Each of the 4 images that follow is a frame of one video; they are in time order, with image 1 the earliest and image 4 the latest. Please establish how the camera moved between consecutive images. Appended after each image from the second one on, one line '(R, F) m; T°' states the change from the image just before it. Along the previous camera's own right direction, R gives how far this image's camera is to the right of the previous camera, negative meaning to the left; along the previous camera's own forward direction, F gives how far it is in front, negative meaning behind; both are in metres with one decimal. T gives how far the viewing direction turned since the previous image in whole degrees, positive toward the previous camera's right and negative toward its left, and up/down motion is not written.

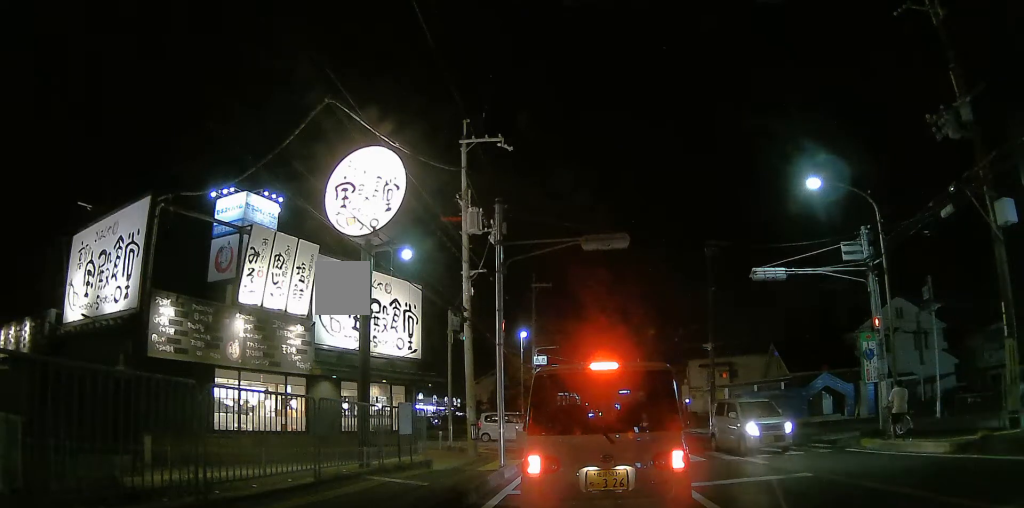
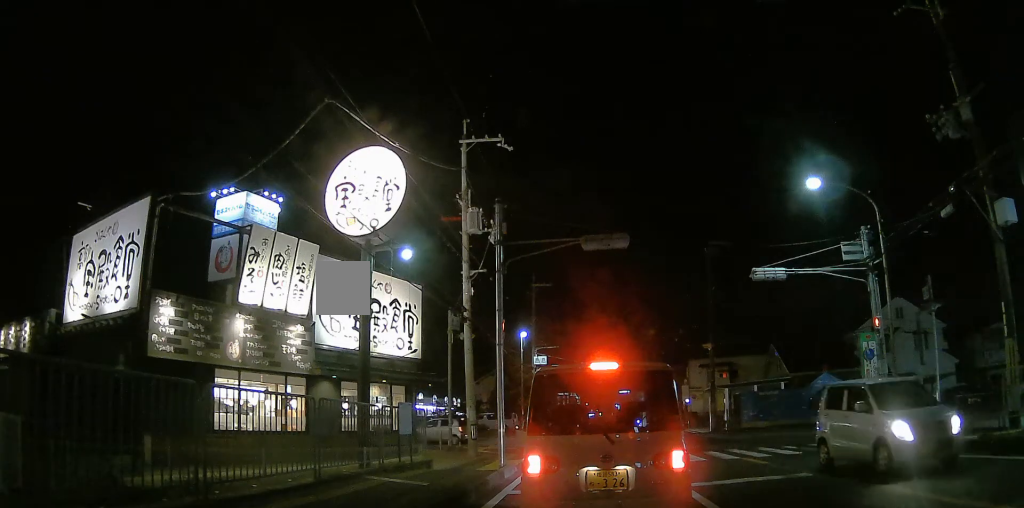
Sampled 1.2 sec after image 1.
(0.0, 0.0) m; 0°
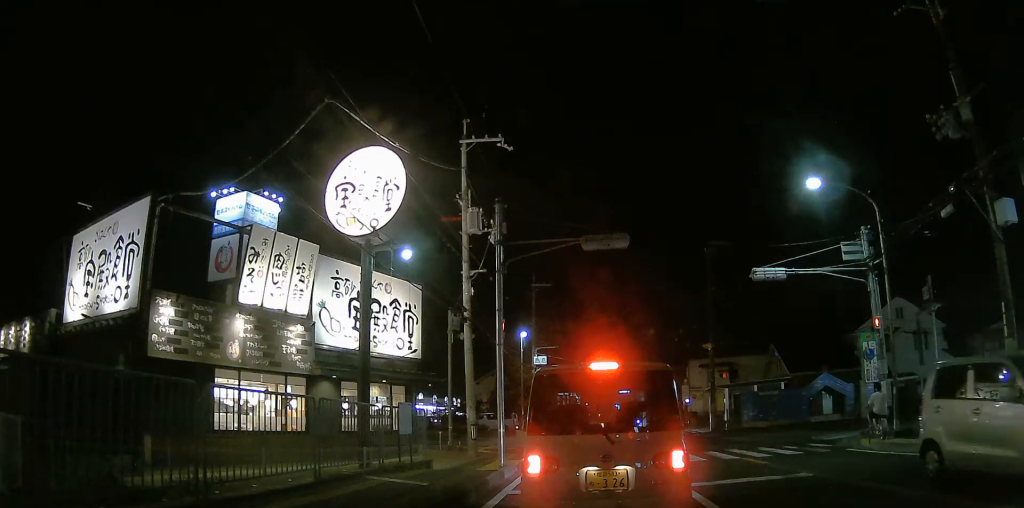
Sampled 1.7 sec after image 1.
(0.0, 0.0) m; 0°
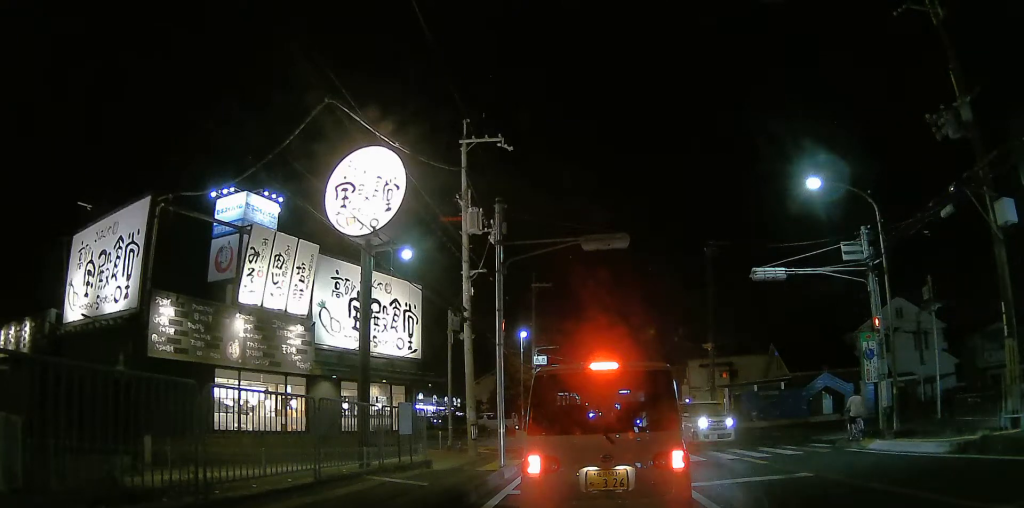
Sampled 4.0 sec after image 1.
(0.0, 0.0) m; 0°
